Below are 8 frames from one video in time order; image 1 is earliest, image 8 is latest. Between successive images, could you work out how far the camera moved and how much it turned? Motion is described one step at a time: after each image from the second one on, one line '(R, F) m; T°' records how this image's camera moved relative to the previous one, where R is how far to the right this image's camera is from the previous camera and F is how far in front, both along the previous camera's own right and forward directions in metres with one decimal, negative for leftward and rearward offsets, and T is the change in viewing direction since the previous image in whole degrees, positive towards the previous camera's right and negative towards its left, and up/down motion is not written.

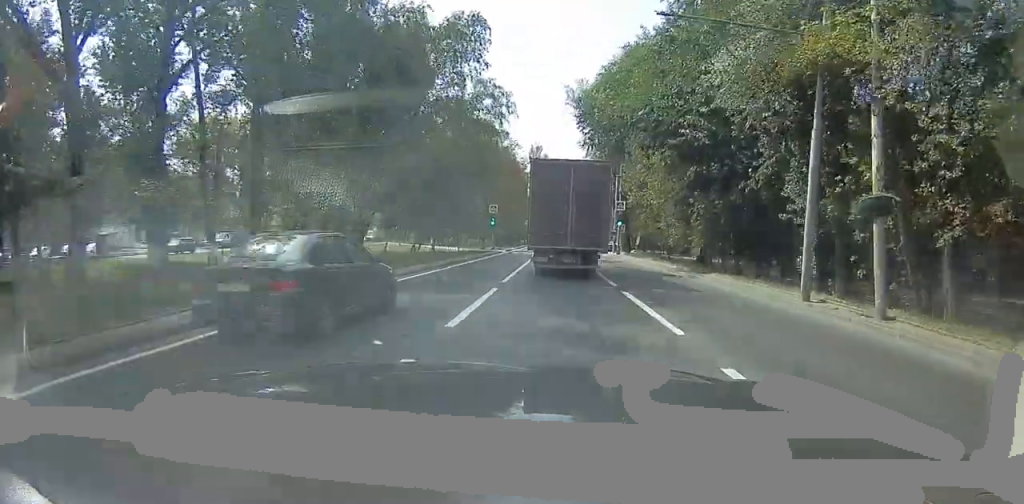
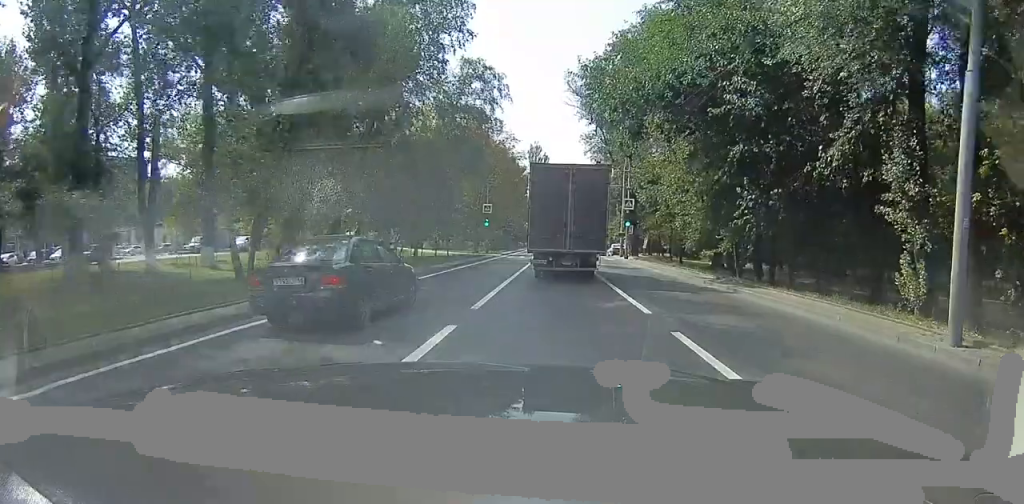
(+0.1, +5.6) m; -1°
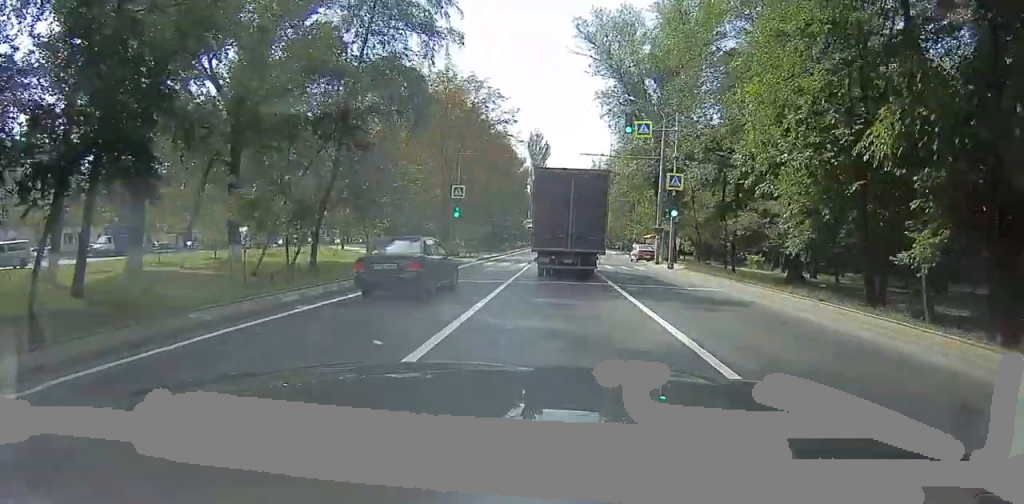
(-0.6, +16.2) m; -4°
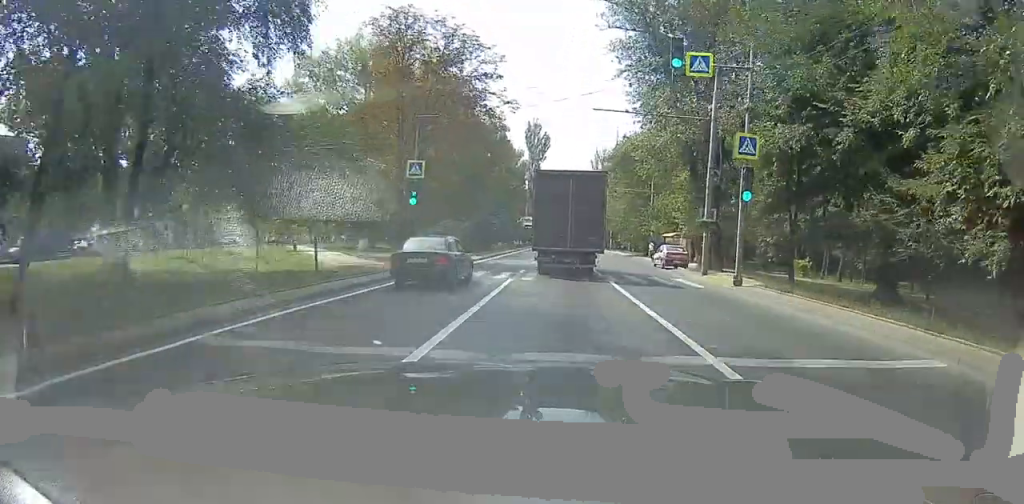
(0.0, +10.7) m; 0°
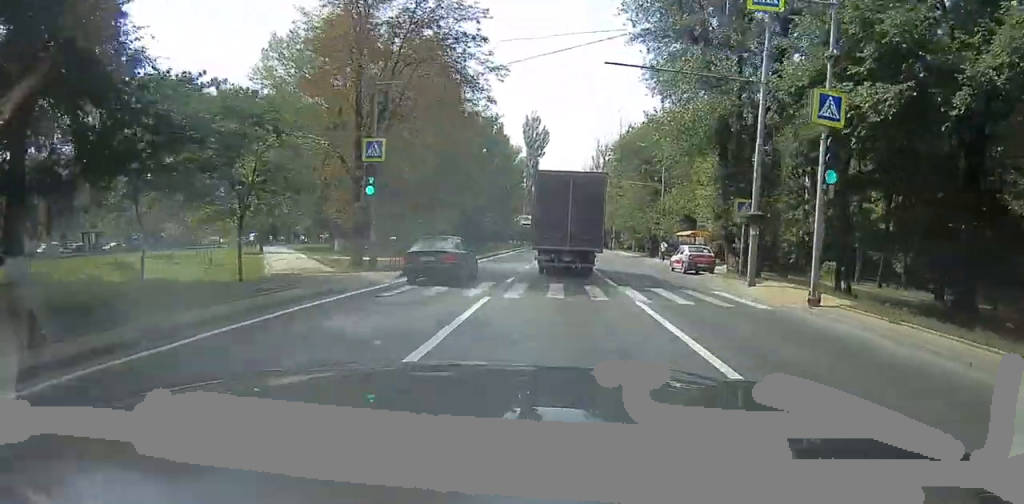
(0.0, +5.6) m; 0°
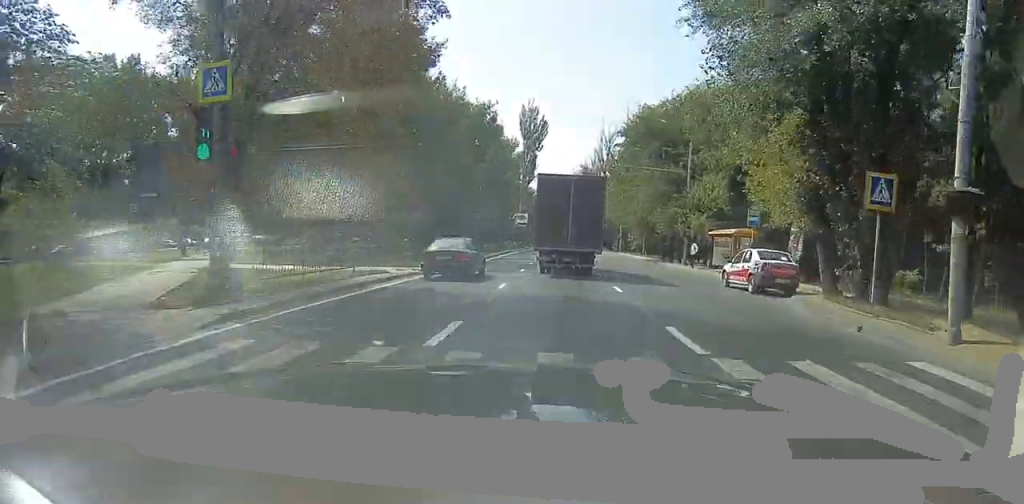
(0.0, +9.2) m; 0°
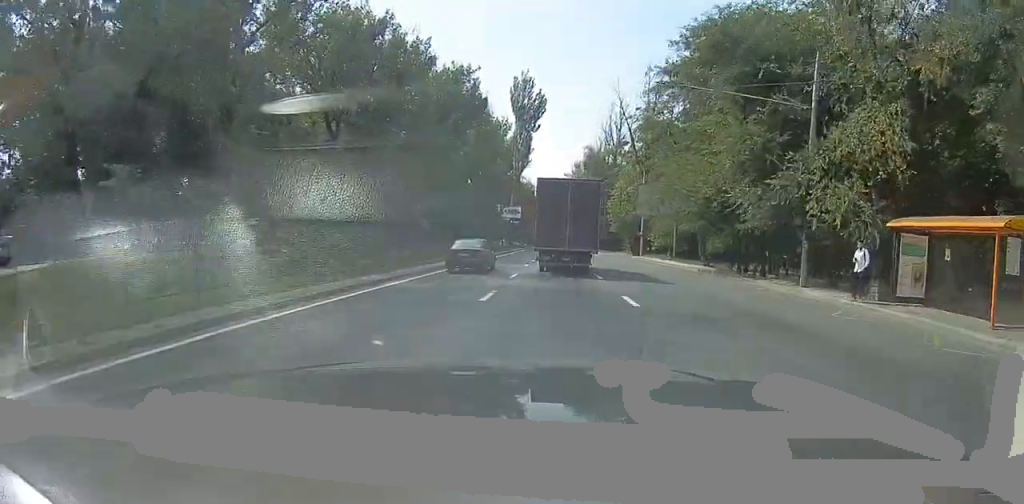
(0.0, +18.4) m; -1°
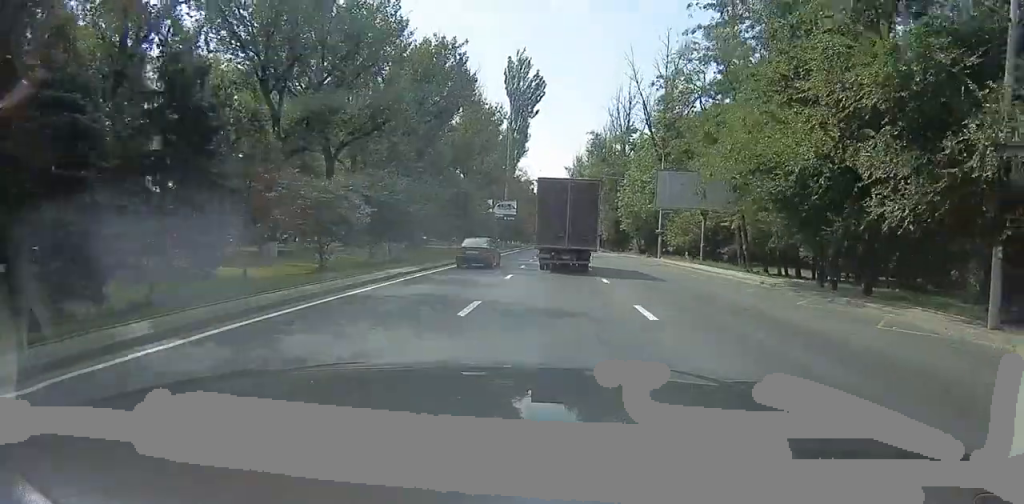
(+0.1, +9.2) m; -2°
